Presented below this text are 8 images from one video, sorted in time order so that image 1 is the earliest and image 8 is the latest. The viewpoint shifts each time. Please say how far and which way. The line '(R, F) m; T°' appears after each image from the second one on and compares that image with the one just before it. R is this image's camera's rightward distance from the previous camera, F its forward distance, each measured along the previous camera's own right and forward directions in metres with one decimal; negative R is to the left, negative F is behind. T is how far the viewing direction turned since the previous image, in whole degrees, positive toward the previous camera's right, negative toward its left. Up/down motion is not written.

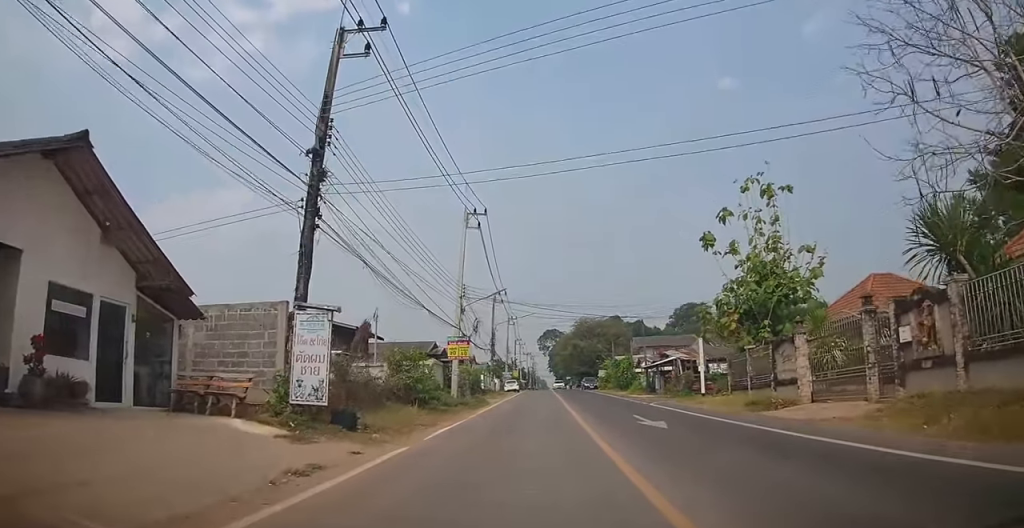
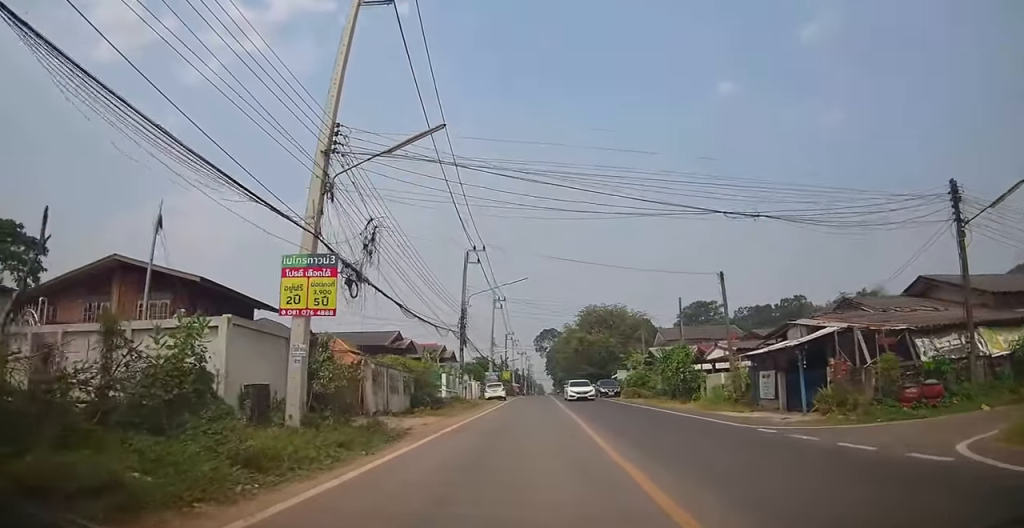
(+0.1, +19.0) m; 0°
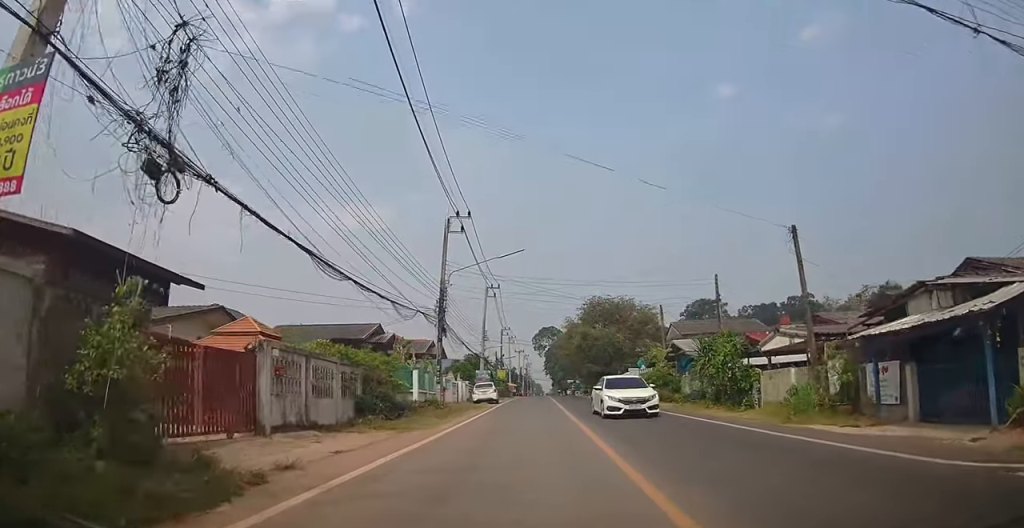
(0.0, +7.2) m; -1°
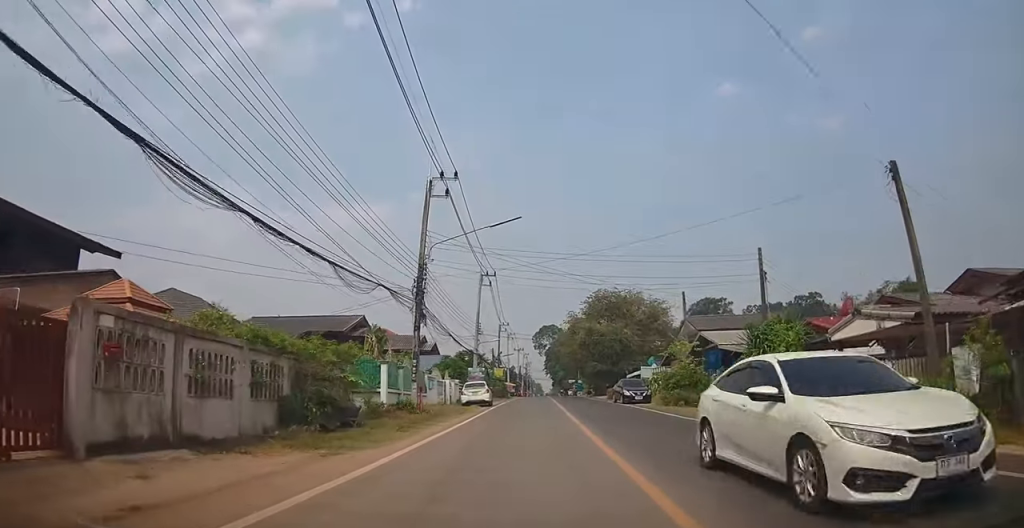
(0.0, +5.3) m; -1°
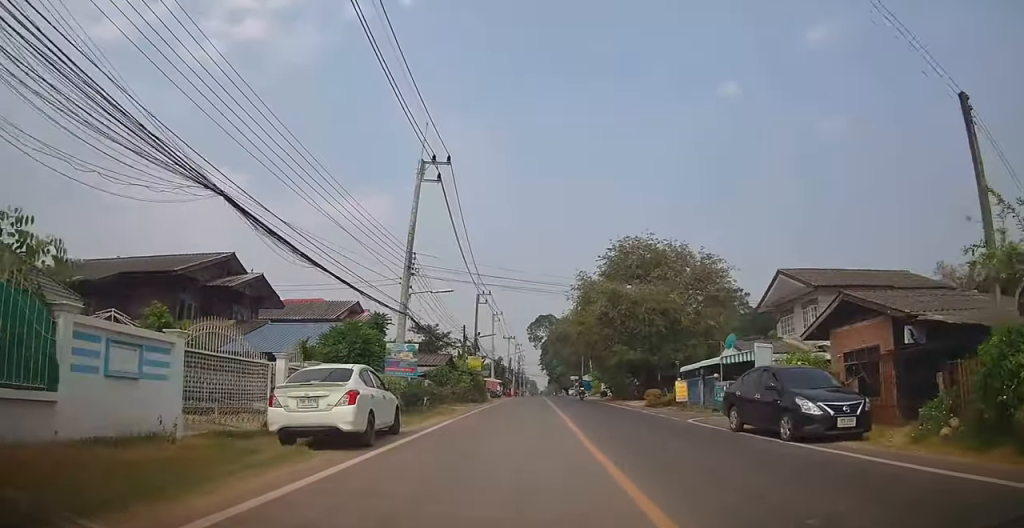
(-0.1, +22.5) m; +1°
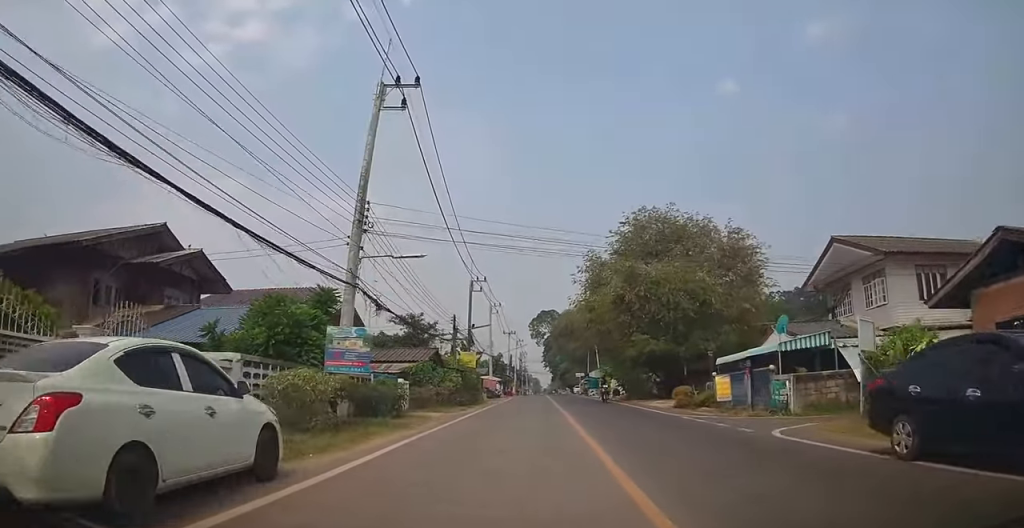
(+0.1, +6.4) m; 0°
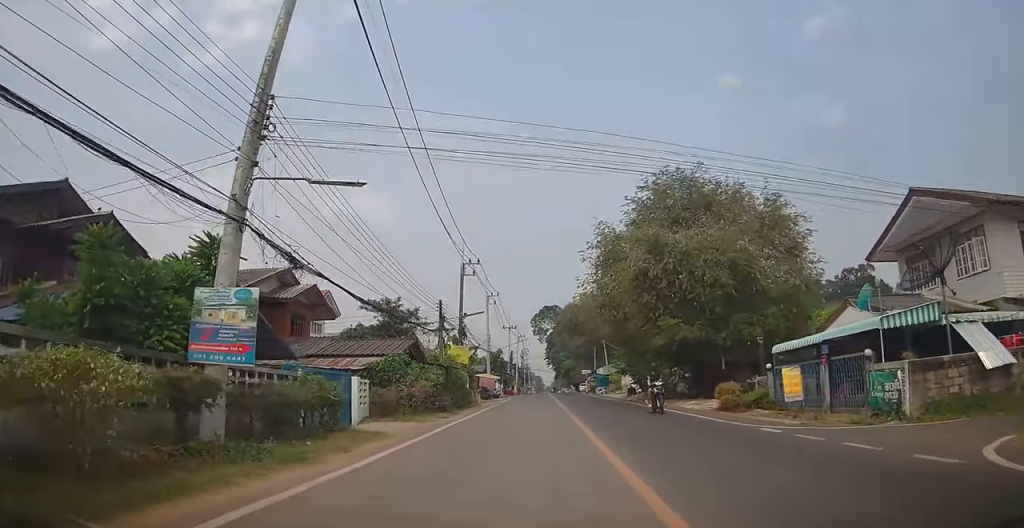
(-0.1, +6.4) m; 0°
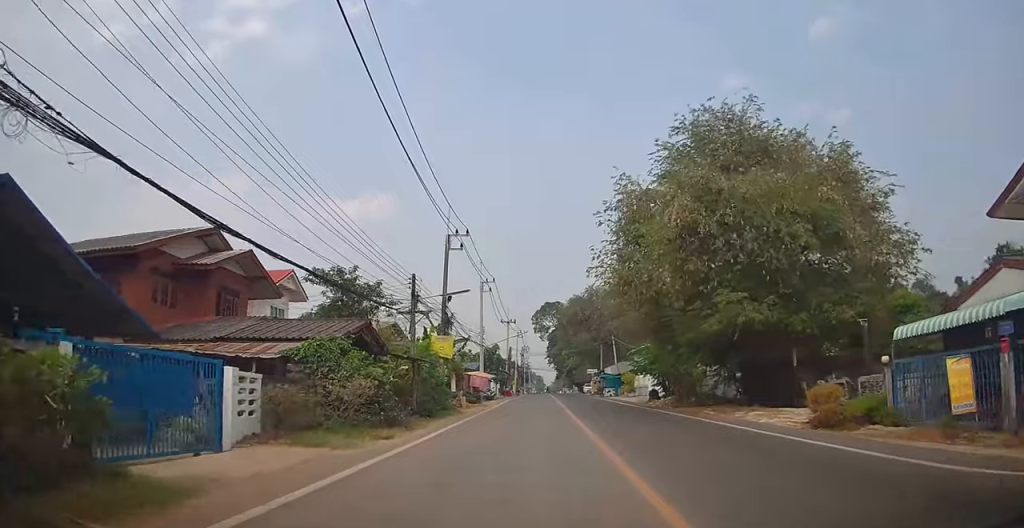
(-0.1, +7.7) m; 0°
